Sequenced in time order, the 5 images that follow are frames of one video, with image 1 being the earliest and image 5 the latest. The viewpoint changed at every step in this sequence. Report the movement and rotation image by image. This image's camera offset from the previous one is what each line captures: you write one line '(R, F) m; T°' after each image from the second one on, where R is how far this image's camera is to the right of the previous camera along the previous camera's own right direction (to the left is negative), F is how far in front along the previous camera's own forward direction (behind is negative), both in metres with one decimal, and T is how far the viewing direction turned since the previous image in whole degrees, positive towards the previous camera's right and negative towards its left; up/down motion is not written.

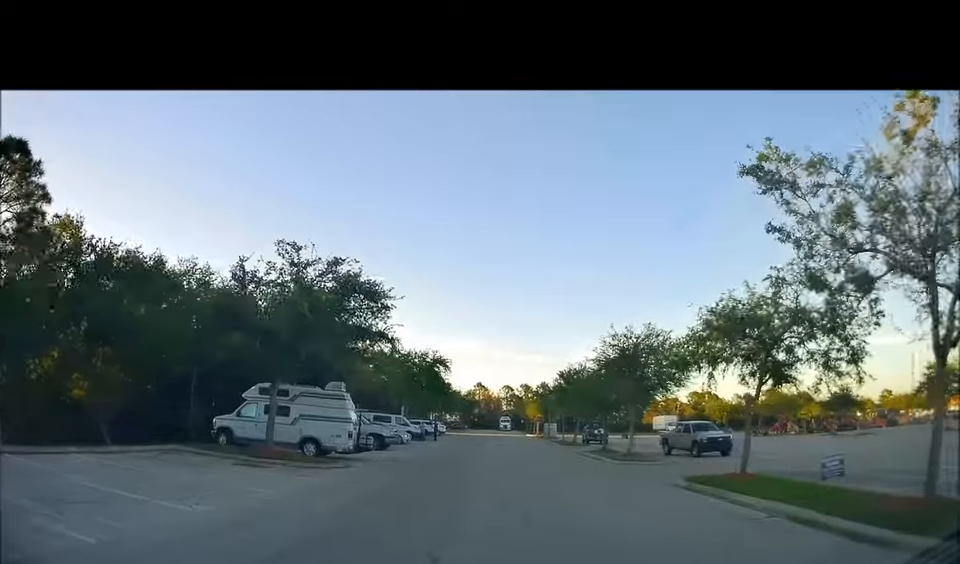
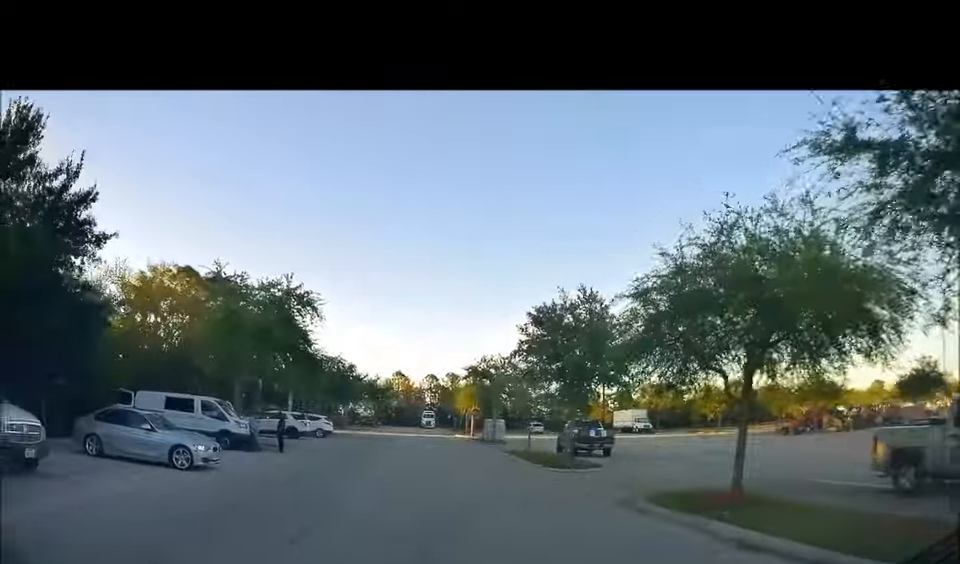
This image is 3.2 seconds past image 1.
(+0.6, +22.1) m; +7°
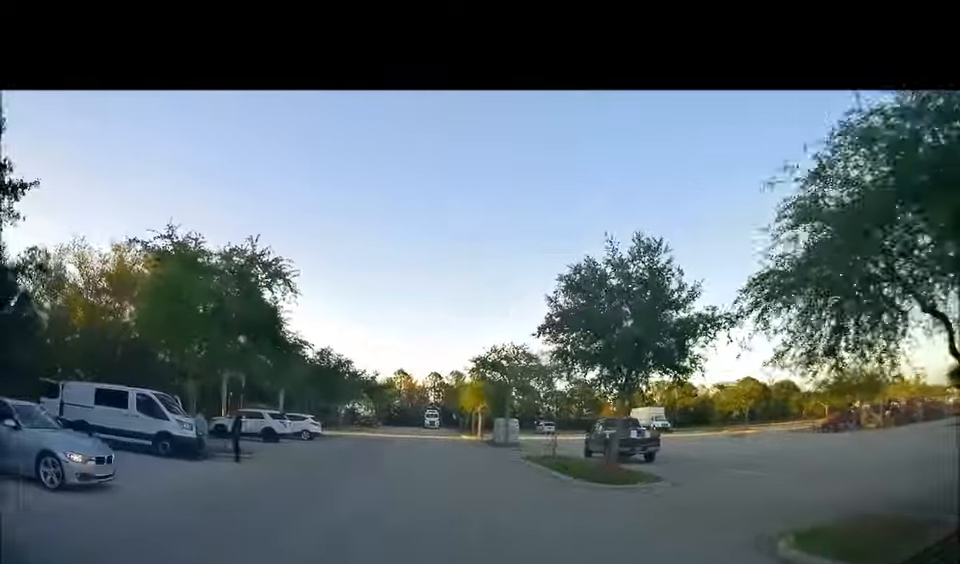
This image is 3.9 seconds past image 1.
(0.0, +5.4) m; -2°
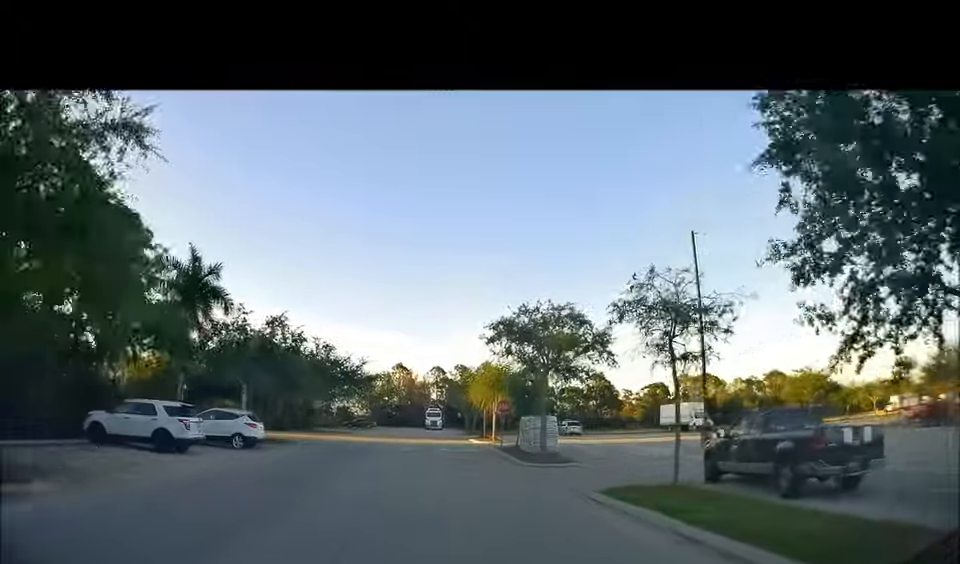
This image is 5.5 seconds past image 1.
(-0.7, +12.5) m; -6°
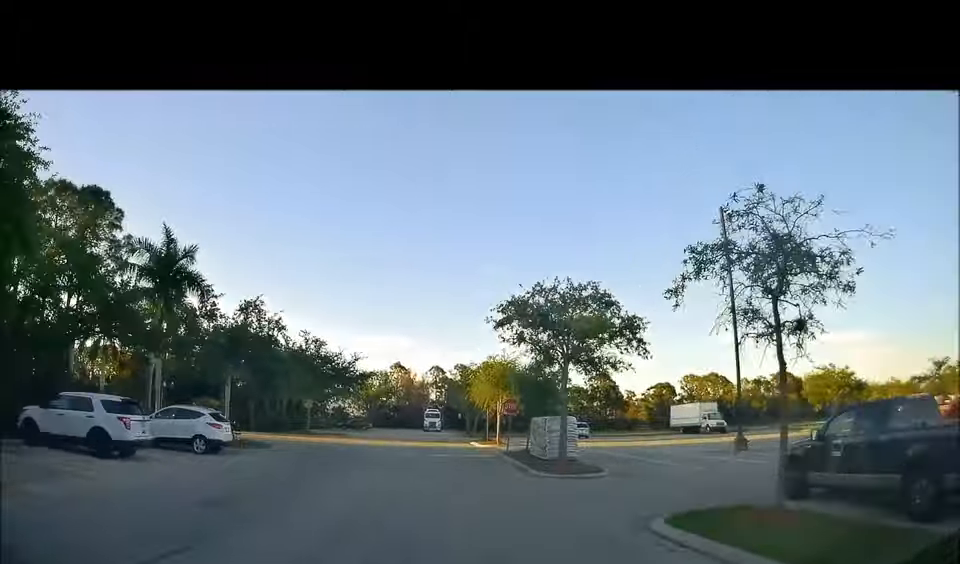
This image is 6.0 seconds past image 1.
(0.0, +3.8) m; 0°
